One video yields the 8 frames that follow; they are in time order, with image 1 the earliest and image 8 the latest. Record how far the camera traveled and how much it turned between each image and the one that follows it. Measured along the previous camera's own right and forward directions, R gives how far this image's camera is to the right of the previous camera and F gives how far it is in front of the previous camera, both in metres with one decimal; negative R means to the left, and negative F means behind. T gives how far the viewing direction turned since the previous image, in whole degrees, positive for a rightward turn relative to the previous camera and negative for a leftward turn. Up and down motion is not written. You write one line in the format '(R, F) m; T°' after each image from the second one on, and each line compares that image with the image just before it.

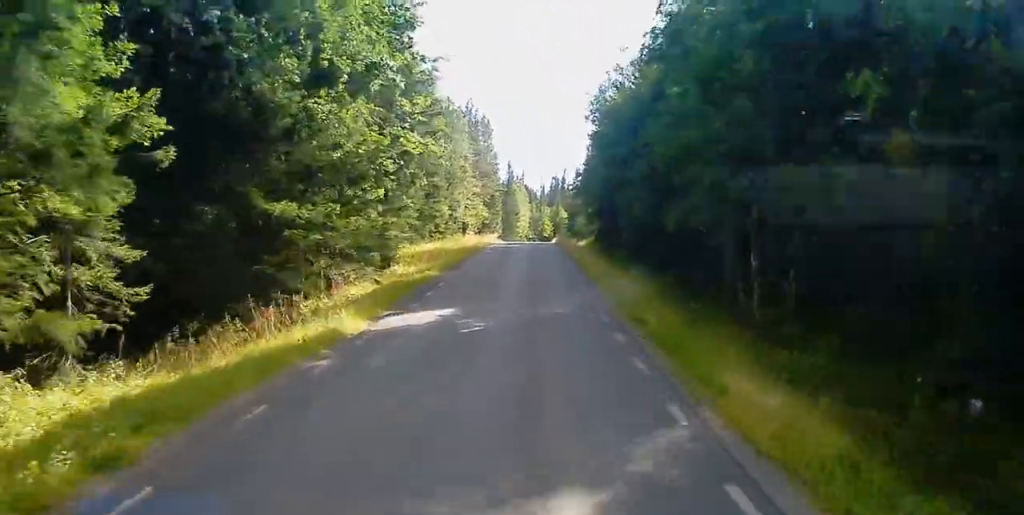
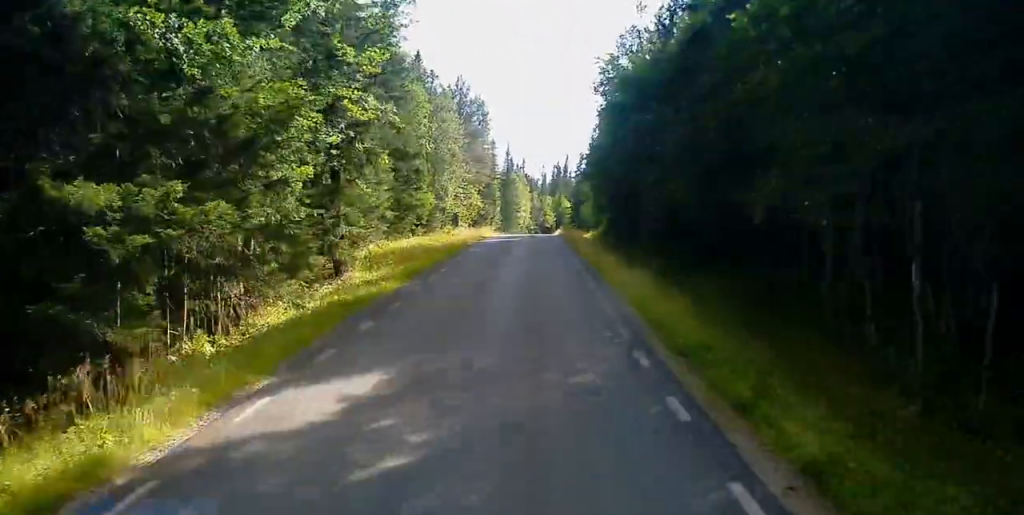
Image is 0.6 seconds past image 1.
(0.0, +8.9) m; +1°
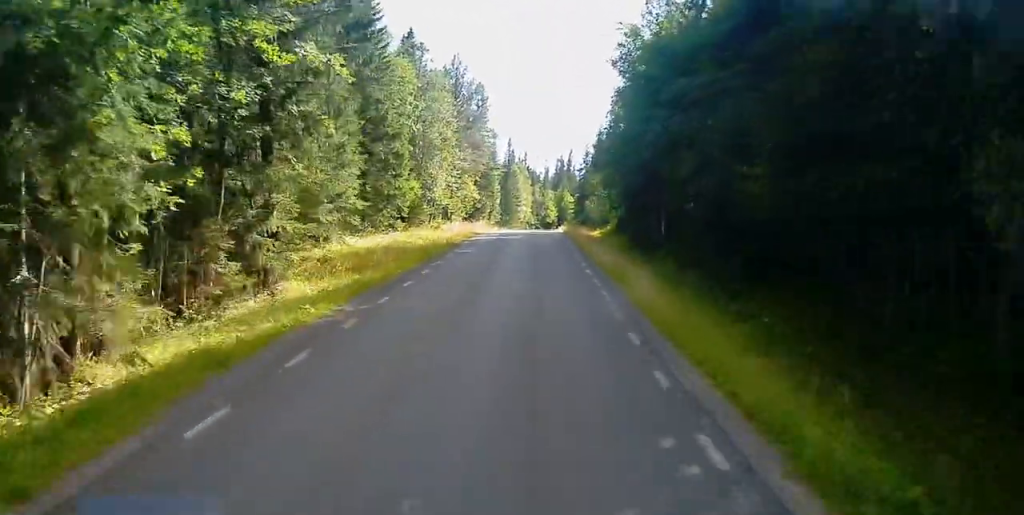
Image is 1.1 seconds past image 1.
(+0.3, +7.4) m; 0°
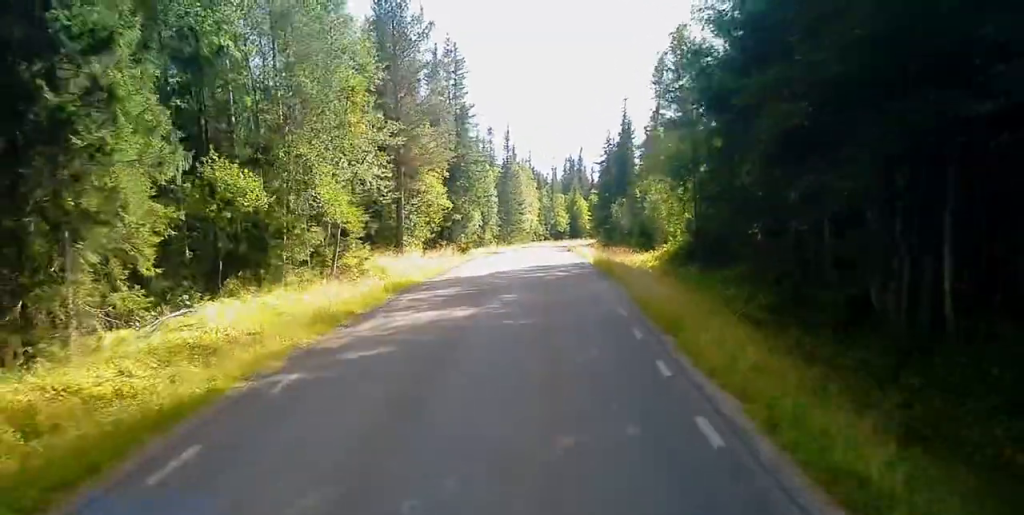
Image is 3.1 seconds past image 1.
(-0.4, +28.7) m; 0°
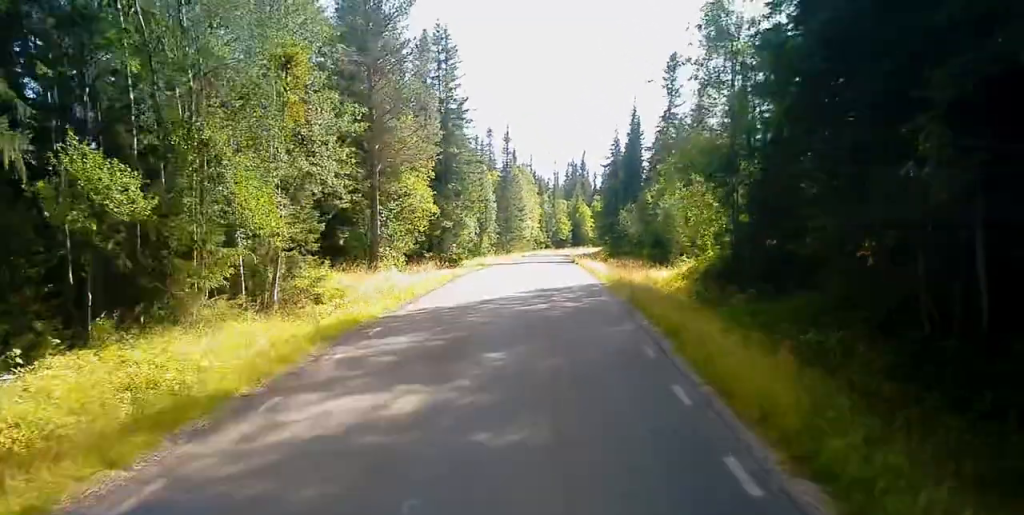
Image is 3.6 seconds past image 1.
(0.0, +6.9) m; 0°
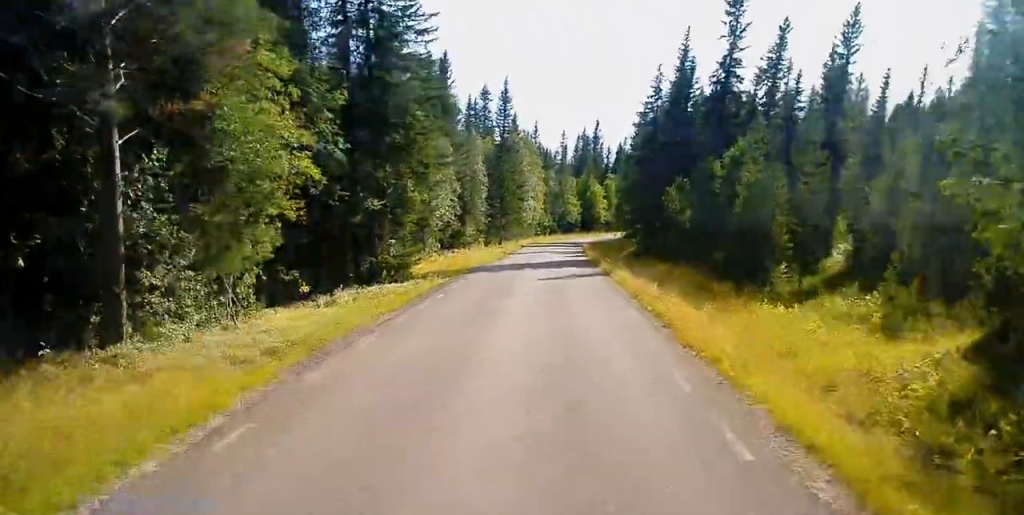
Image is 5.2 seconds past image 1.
(0.0, +22.9) m; 0°
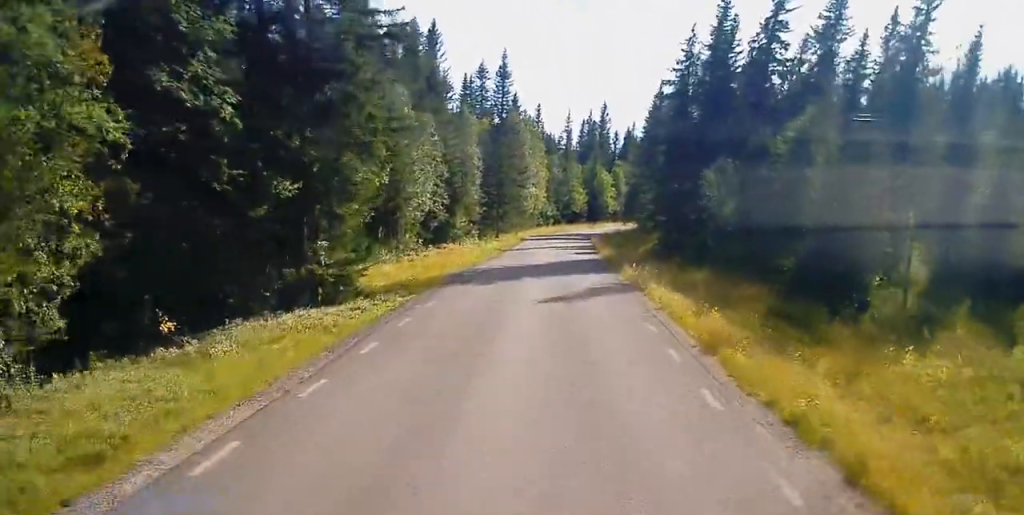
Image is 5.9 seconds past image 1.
(0.0, +9.9) m; 0°
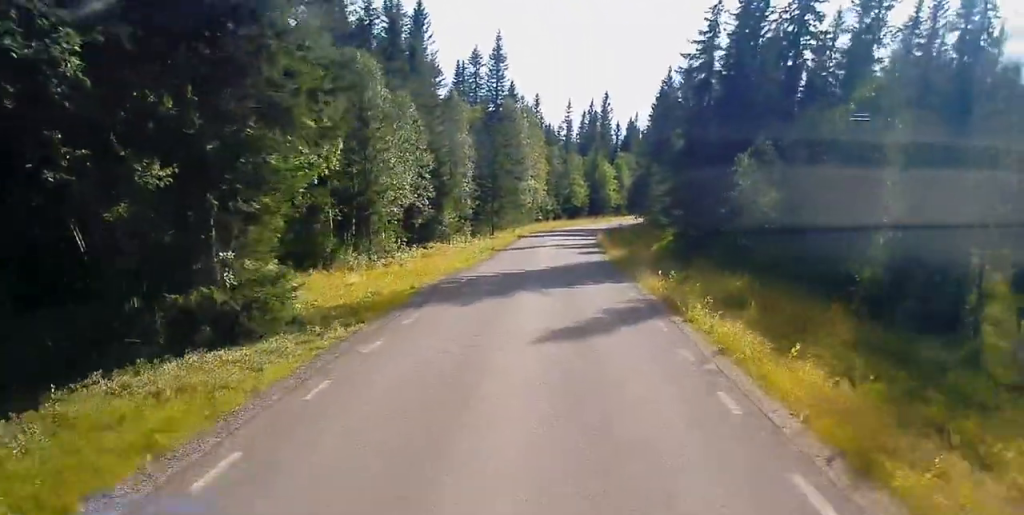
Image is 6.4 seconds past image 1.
(0.0, +6.4) m; 0°
